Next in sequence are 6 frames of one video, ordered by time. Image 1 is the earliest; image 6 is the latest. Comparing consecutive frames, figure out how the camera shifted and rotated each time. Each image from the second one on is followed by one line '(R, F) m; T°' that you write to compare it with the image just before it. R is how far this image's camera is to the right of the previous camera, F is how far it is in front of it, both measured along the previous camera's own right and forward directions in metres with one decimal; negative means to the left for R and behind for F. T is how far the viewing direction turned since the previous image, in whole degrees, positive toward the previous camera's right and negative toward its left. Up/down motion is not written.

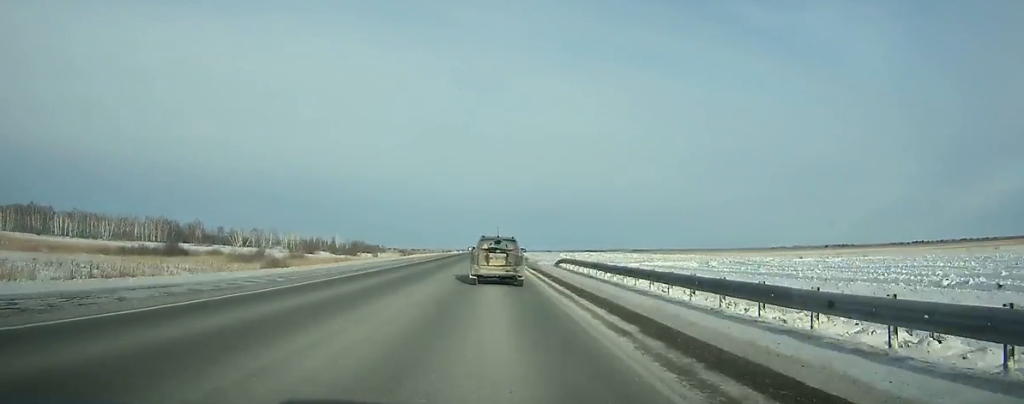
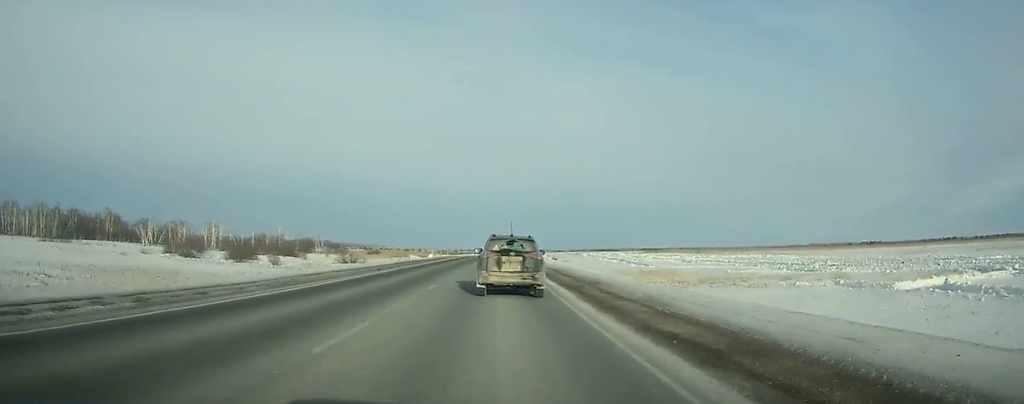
(-0.2, +124.4) m; 0°
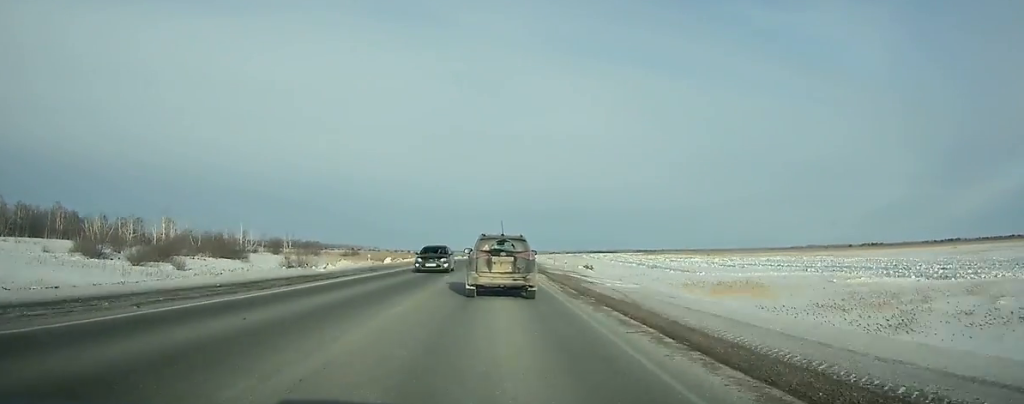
(+0.1, +40.2) m; 0°
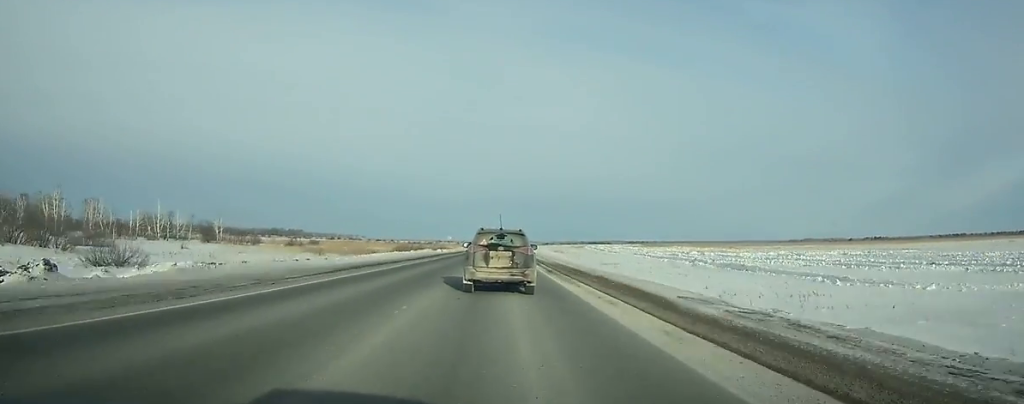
(+0.5, +65.1) m; +1°
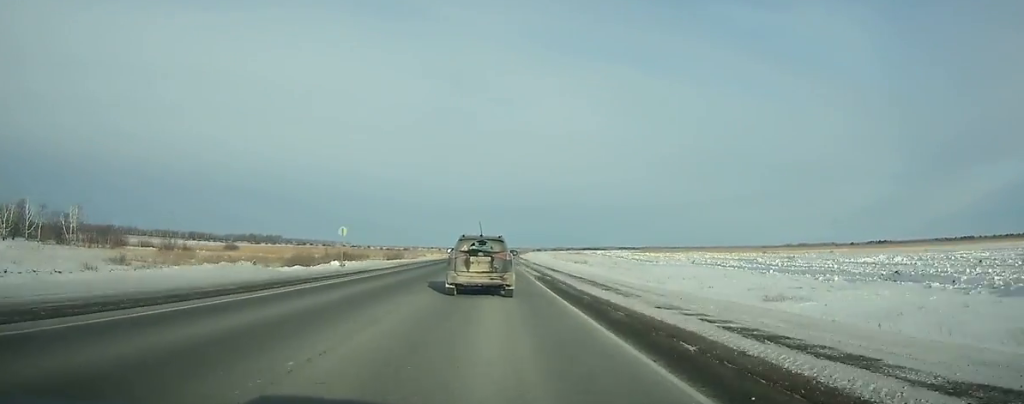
(+0.9, +78.4) m; +1°
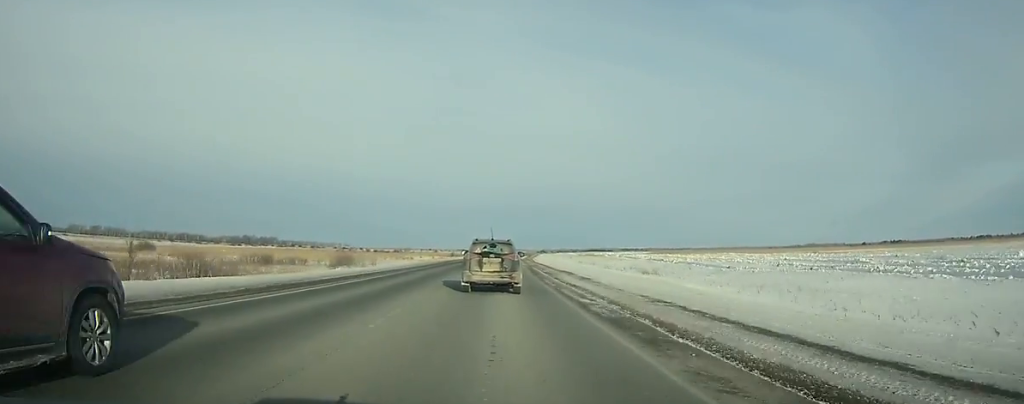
(+0.1, +55.7) m; +1°
